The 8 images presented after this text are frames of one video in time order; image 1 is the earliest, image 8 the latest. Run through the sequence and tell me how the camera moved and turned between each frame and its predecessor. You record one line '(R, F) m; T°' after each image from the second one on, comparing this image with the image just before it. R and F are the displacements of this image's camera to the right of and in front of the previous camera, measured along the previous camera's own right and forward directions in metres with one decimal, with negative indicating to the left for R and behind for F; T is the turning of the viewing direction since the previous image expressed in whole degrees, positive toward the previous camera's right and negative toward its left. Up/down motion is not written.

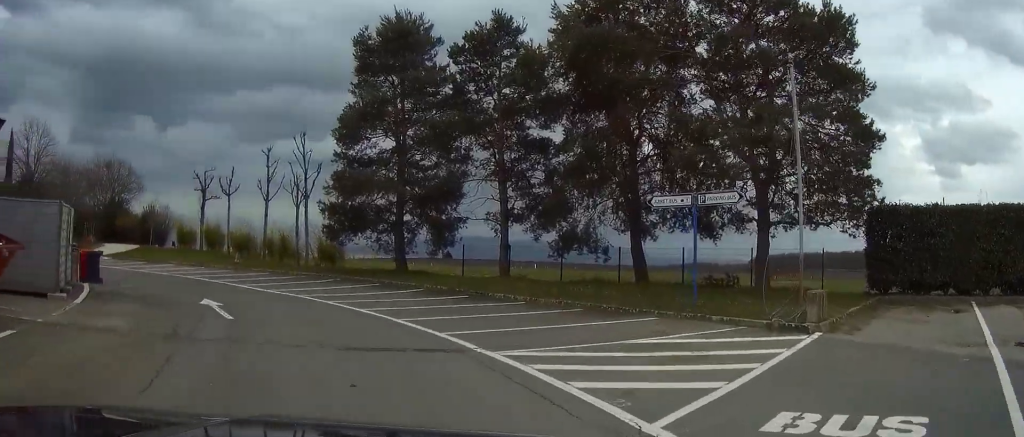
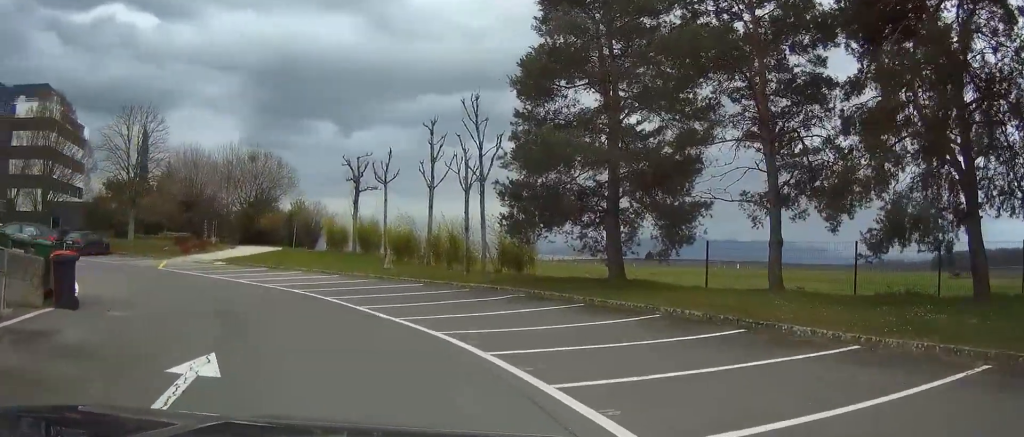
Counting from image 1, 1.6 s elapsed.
(-1.8, +8.7) m; -22°
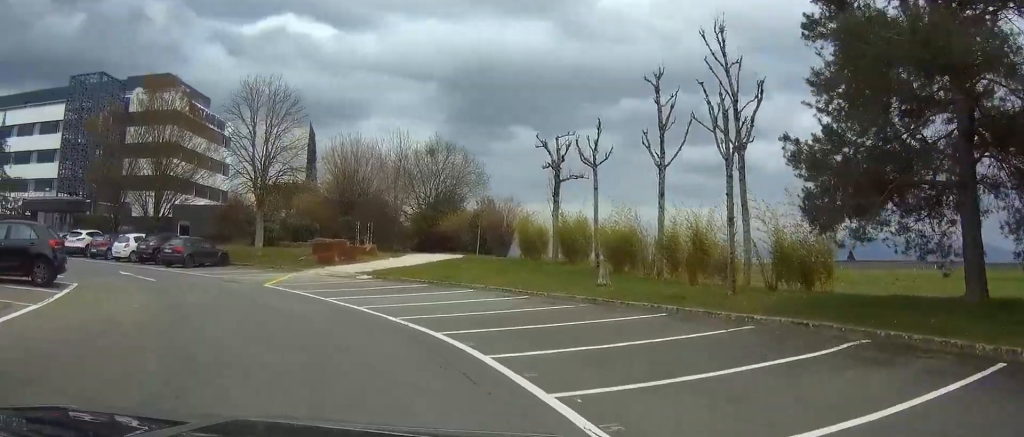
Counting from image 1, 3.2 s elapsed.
(-1.5, +9.5) m; -19°
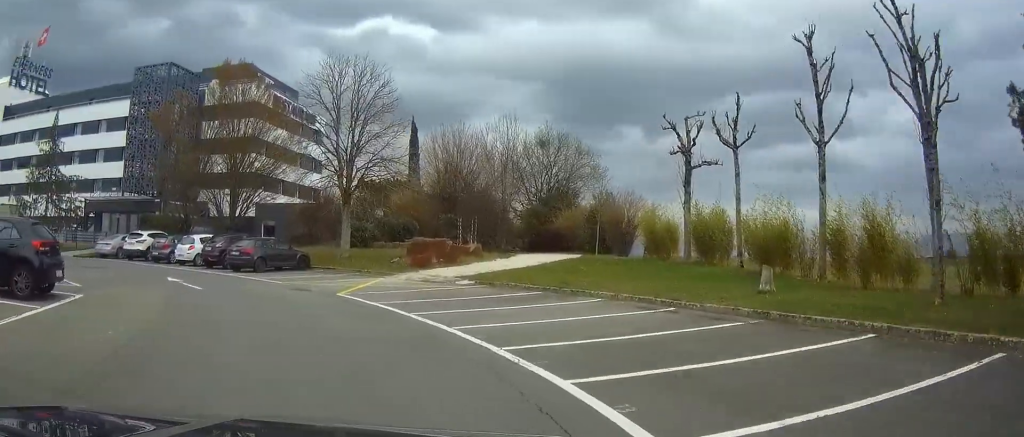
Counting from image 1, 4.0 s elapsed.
(-0.5, +4.4) m; -9°
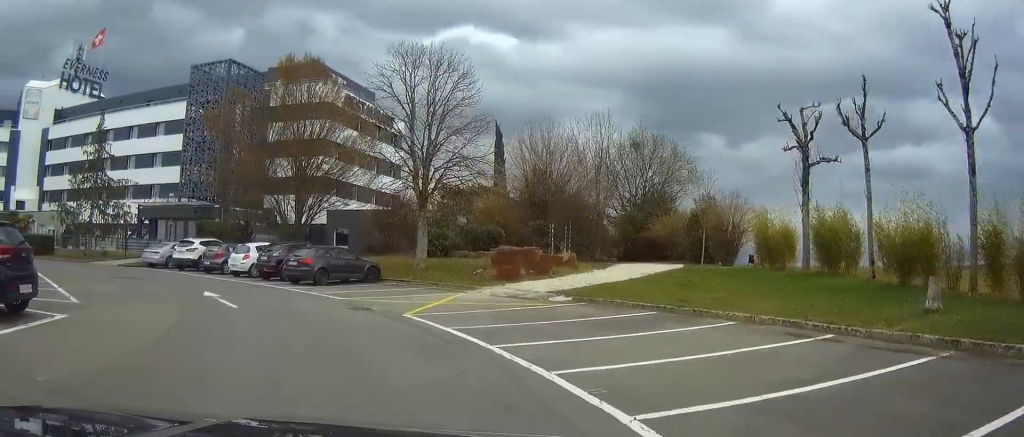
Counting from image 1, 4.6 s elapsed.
(-0.3, +3.6) m; -7°
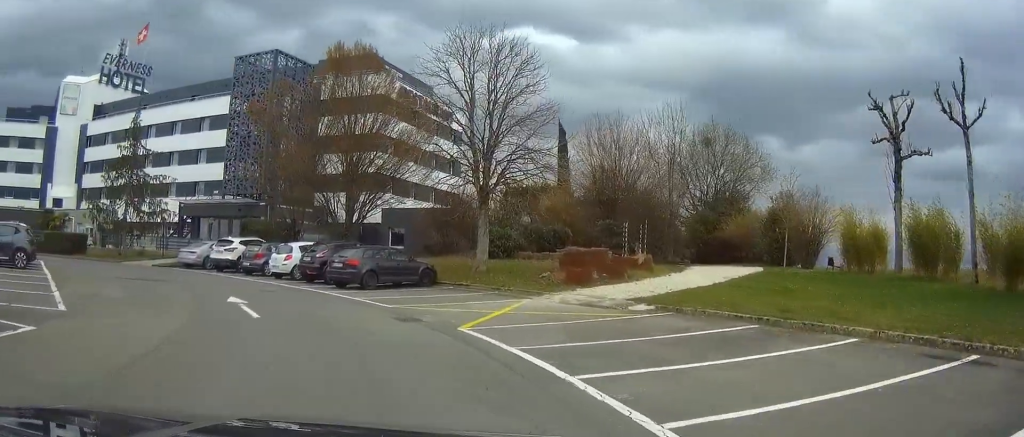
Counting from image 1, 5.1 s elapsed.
(0.0, +2.6) m; -5°
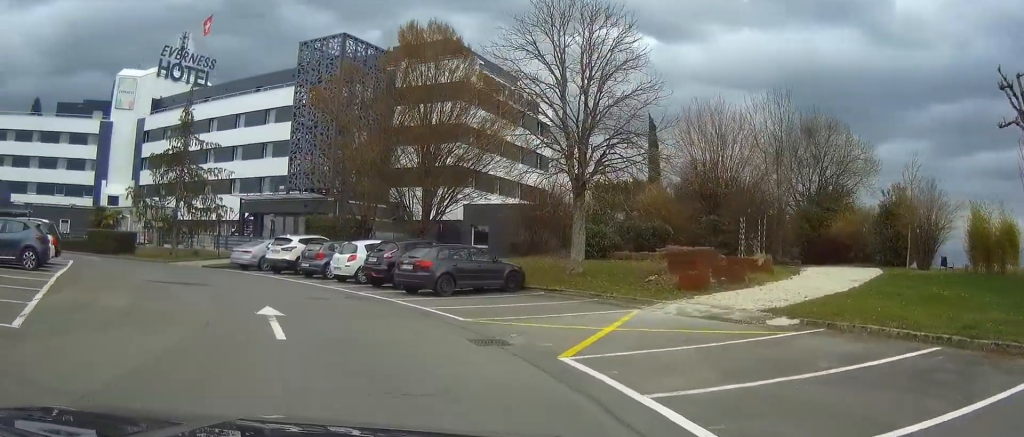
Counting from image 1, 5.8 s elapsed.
(-0.4, +3.5) m; -9°
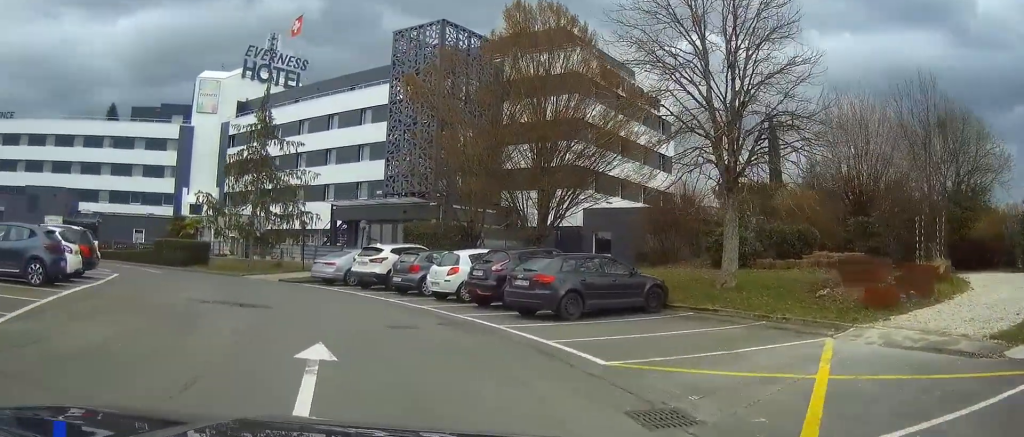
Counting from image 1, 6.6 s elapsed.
(-0.4, +4.4) m; -9°
